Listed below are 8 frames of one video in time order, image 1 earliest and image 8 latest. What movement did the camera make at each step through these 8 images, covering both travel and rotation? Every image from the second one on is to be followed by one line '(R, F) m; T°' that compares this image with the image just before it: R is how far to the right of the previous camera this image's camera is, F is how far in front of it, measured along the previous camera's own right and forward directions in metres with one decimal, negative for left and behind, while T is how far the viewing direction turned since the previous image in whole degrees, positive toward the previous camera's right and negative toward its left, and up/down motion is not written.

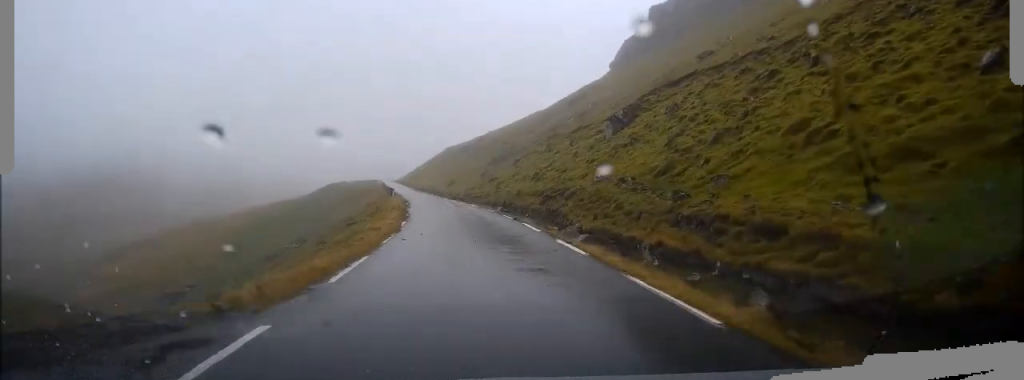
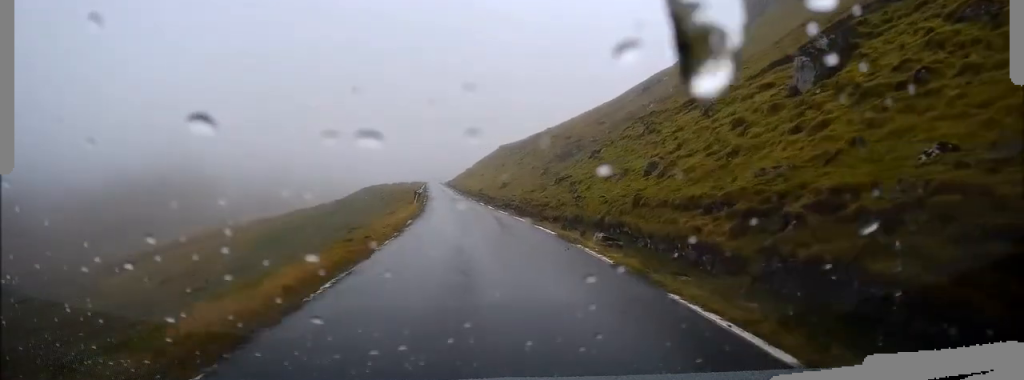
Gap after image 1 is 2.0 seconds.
(-0.4, +18.8) m; -3°
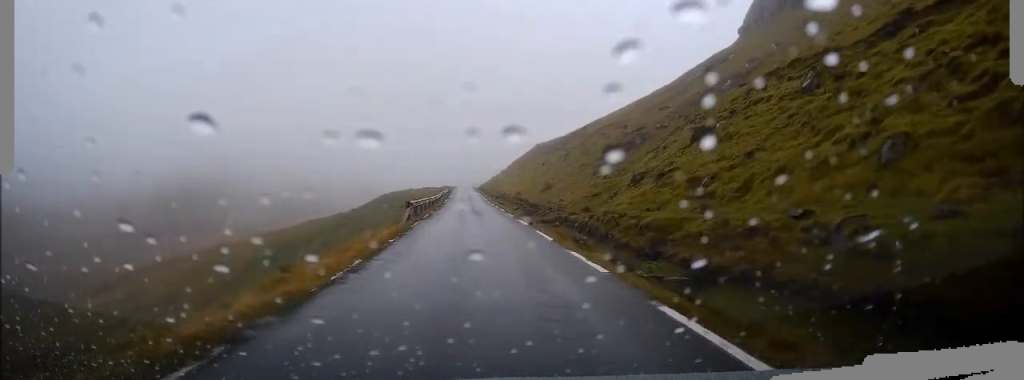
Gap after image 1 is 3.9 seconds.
(-0.9, +17.5) m; -7°
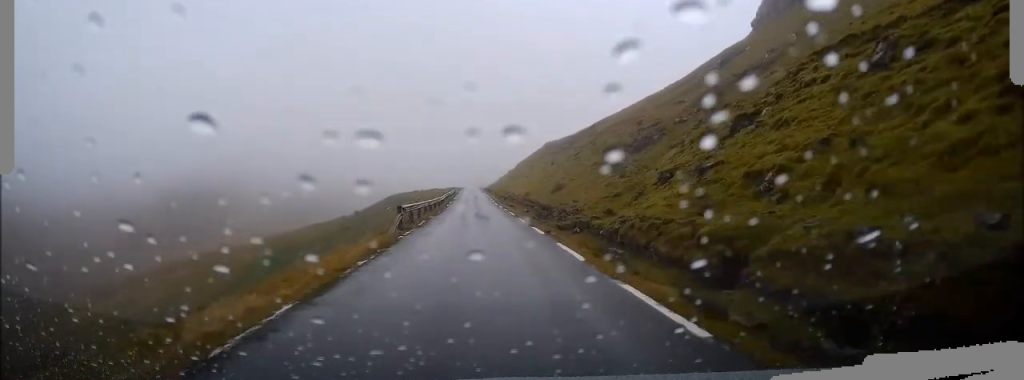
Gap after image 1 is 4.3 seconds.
(-0.2, +4.2) m; -1°
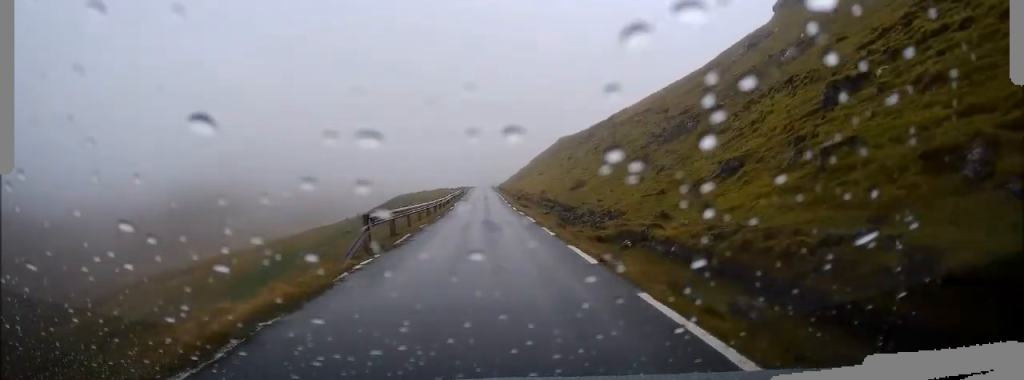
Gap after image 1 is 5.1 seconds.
(-0.2, +7.1) m; -2°
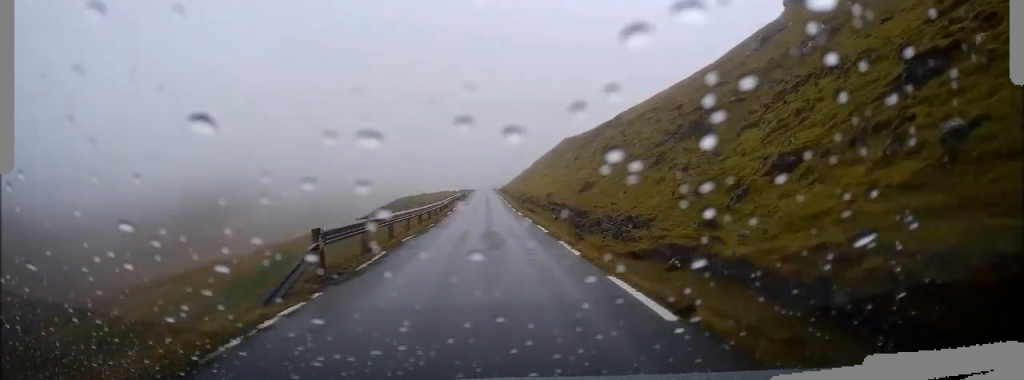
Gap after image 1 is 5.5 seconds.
(+0.1, +4.3) m; -1°
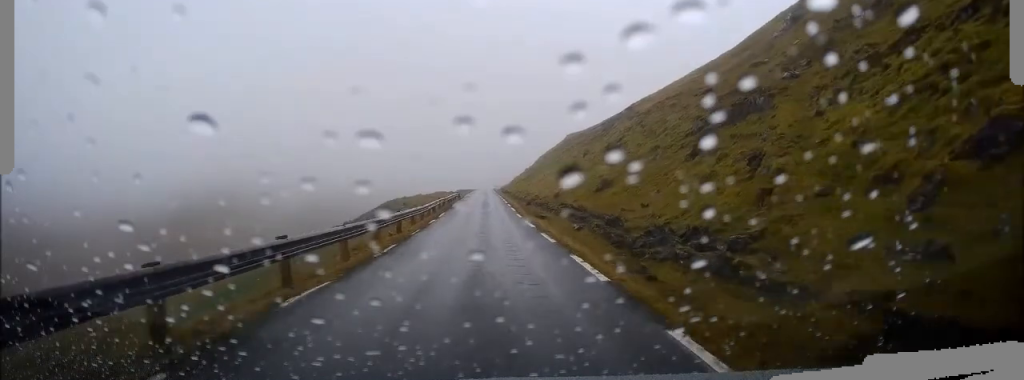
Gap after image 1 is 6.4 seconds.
(-0.3, +9.4) m; -2°
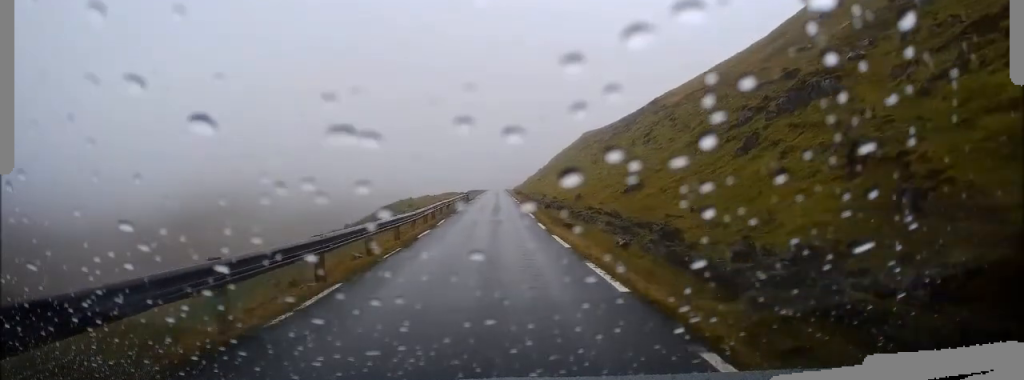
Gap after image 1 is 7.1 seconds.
(-0.2, +6.8) m; -1°
